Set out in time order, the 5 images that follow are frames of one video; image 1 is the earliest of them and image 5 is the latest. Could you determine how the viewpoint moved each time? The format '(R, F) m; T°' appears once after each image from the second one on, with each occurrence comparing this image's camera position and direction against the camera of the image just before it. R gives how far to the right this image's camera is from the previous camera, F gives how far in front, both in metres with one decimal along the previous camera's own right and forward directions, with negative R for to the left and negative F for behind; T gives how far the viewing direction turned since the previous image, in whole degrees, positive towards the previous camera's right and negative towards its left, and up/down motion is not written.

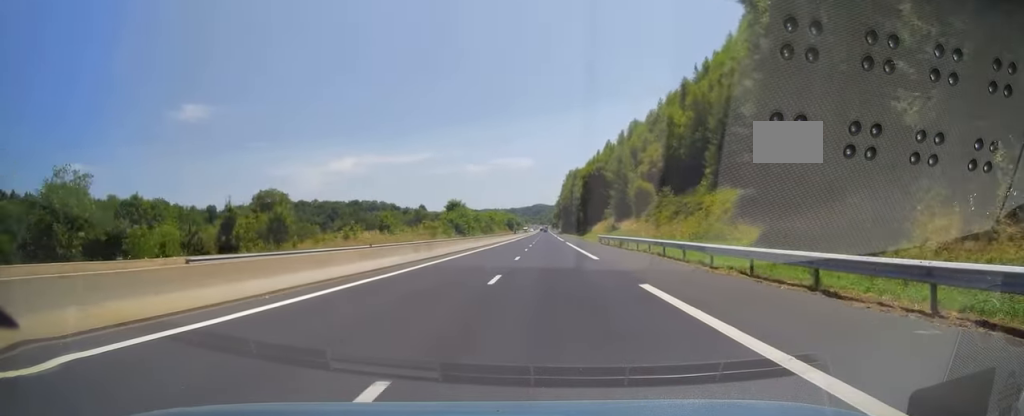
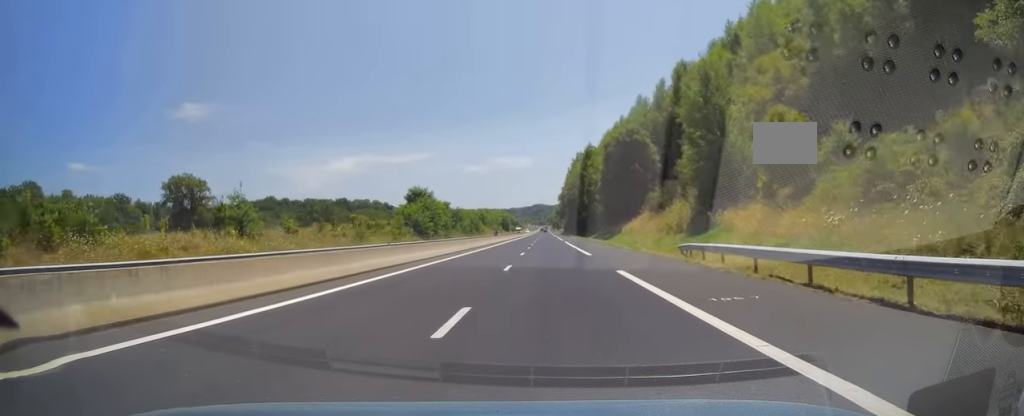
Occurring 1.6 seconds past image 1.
(-0.1, +47.6) m; 0°
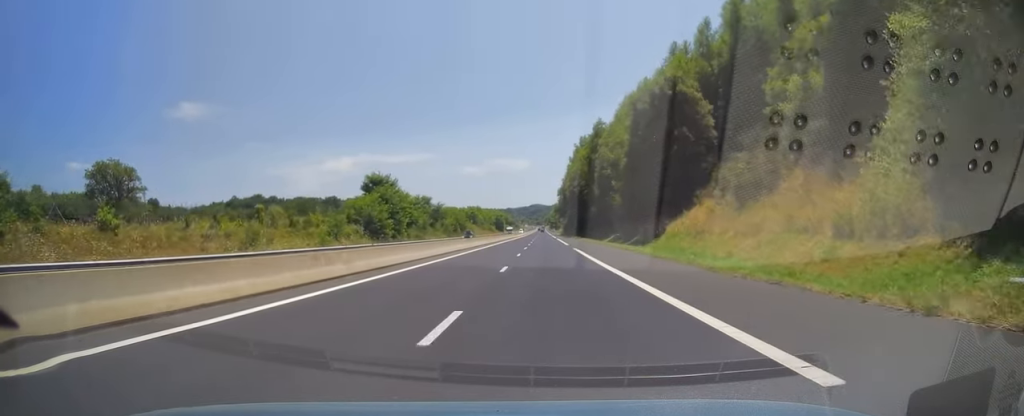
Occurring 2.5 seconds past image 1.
(+0.2, +27.3) m; 0°
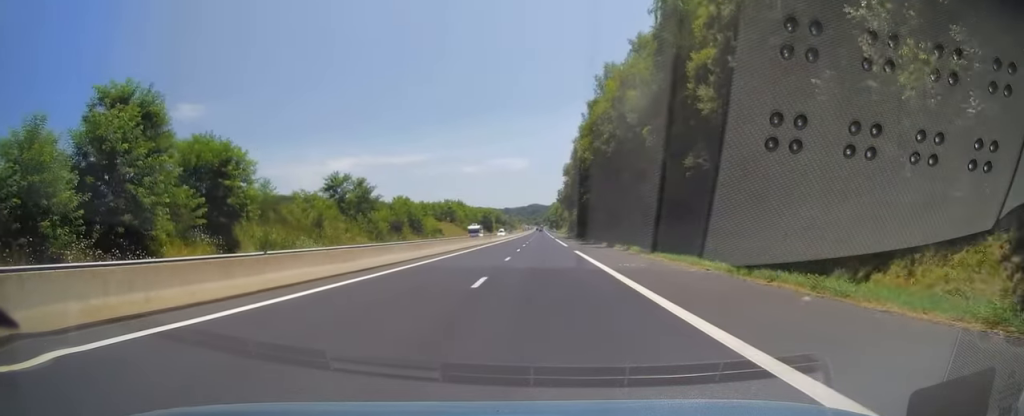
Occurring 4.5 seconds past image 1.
(+0.1, +58.6) m; 0°
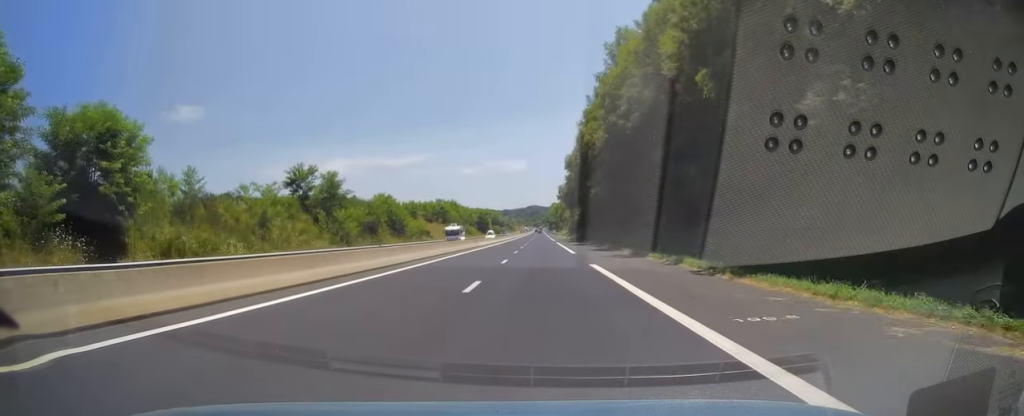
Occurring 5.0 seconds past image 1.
(-0.1, +13.7) m; 0°
